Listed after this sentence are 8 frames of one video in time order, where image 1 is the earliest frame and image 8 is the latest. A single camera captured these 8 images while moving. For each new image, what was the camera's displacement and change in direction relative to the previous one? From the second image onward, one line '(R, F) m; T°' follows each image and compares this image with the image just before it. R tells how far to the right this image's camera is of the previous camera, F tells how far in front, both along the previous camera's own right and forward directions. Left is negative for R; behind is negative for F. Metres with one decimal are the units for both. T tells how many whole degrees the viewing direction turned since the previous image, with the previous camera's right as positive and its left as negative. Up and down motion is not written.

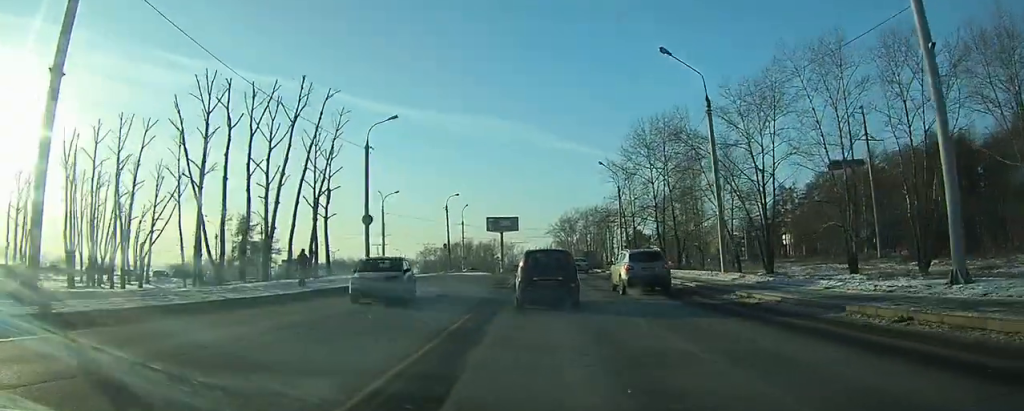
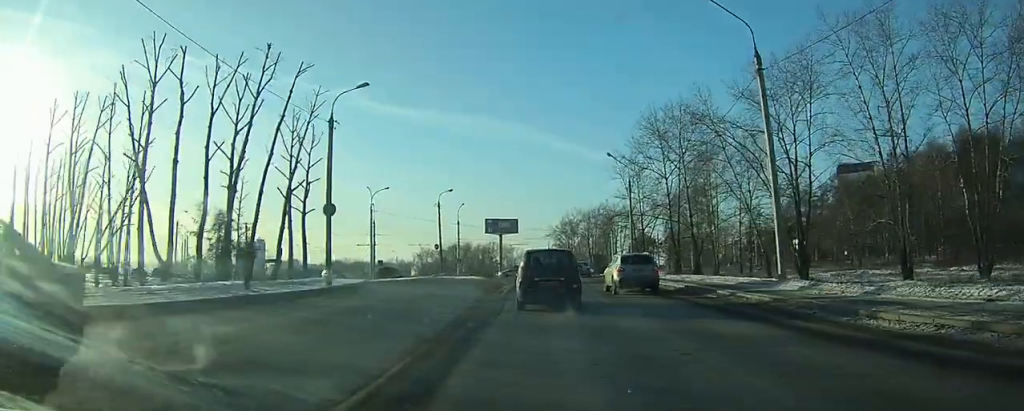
(0.0, +7.4) m; 0°
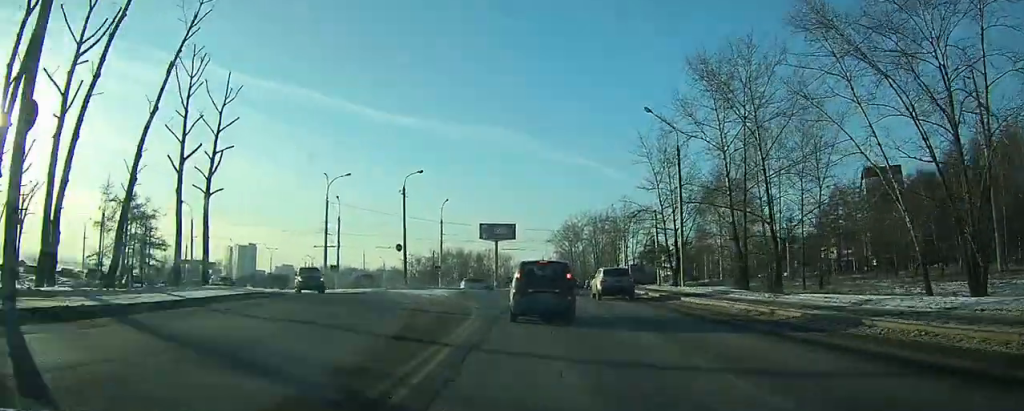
(-0.1, +20.0) m; 0°
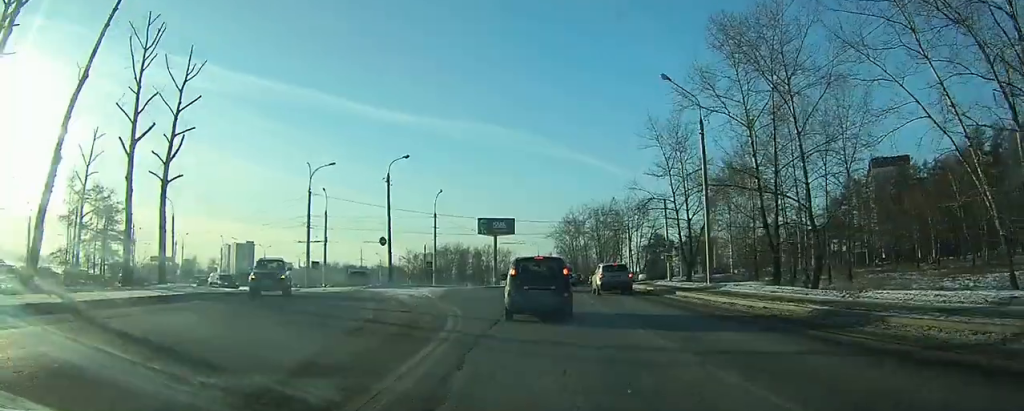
(0.0, +5.4) m; 0°
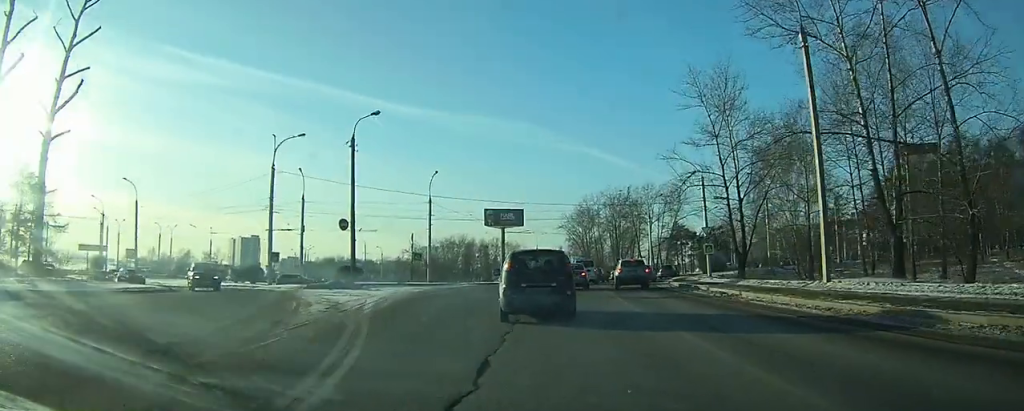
(-0.2, +11.8) m; -2°
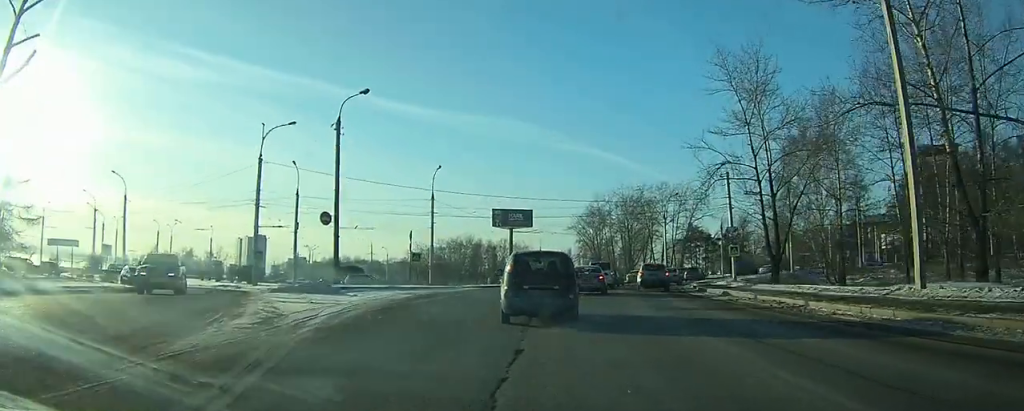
(-0.1, +5.0) m; 0°
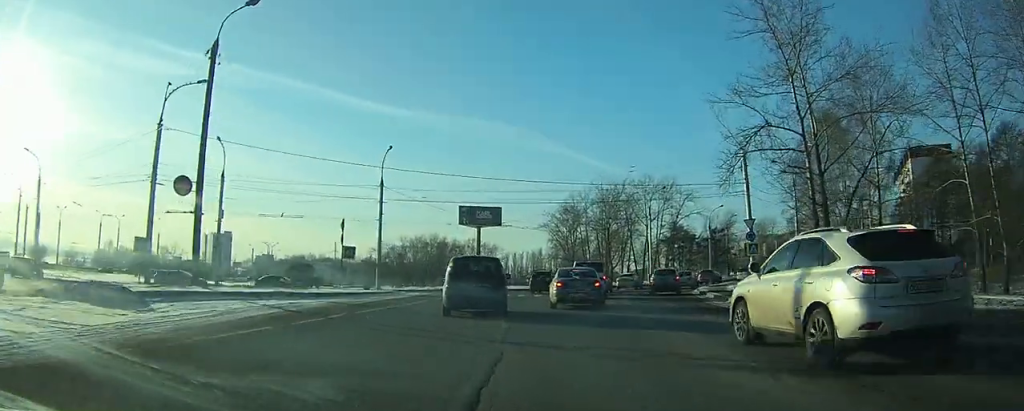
(+0.2, +11.9) m; +2°
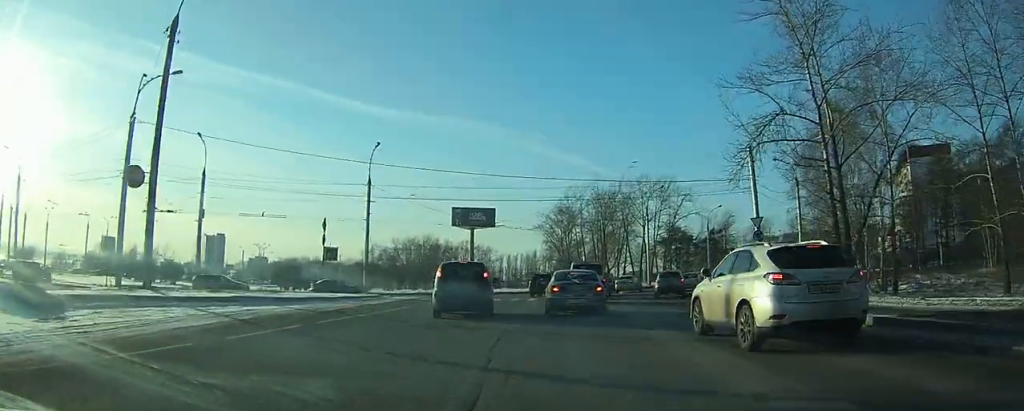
(0.0, +2.7) m; +1°
